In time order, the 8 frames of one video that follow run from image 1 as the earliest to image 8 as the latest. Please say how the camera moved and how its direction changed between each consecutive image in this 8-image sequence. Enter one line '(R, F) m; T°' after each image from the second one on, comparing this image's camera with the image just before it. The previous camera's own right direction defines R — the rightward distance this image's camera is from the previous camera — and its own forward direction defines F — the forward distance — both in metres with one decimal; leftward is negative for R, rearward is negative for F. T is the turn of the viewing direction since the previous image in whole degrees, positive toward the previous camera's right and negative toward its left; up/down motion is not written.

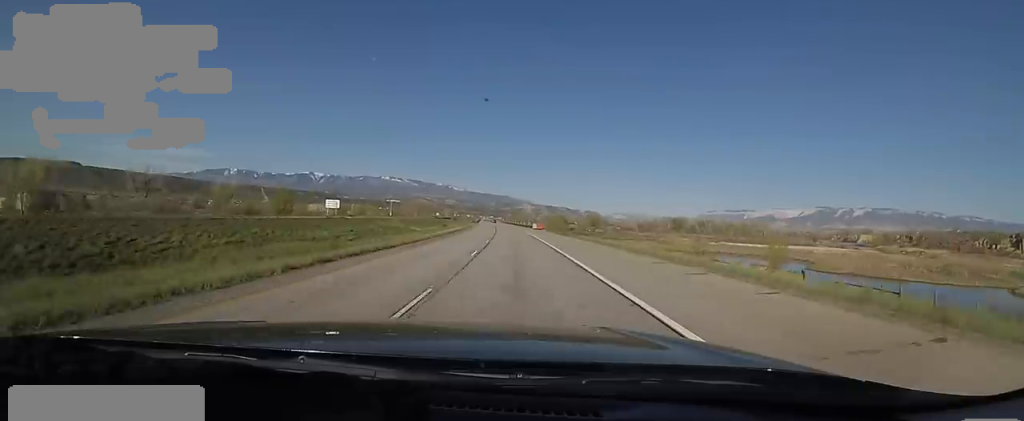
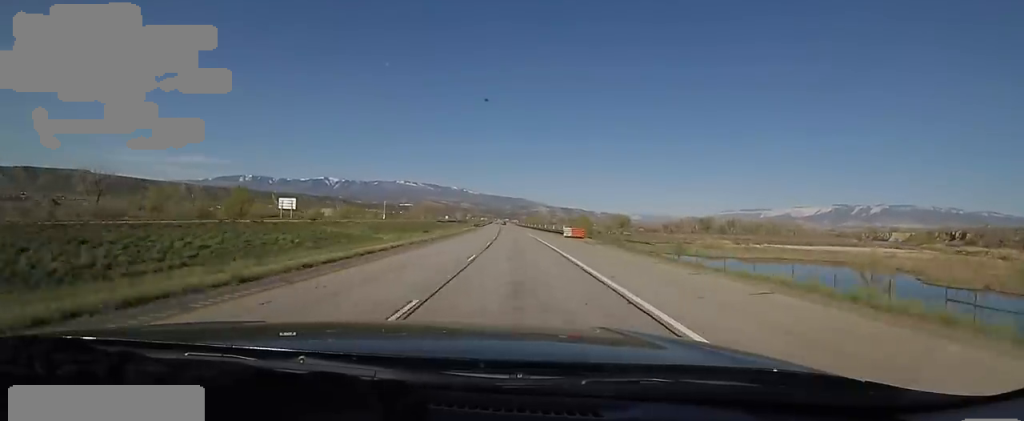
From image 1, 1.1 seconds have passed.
(-0.6, +38.3) m; -1°
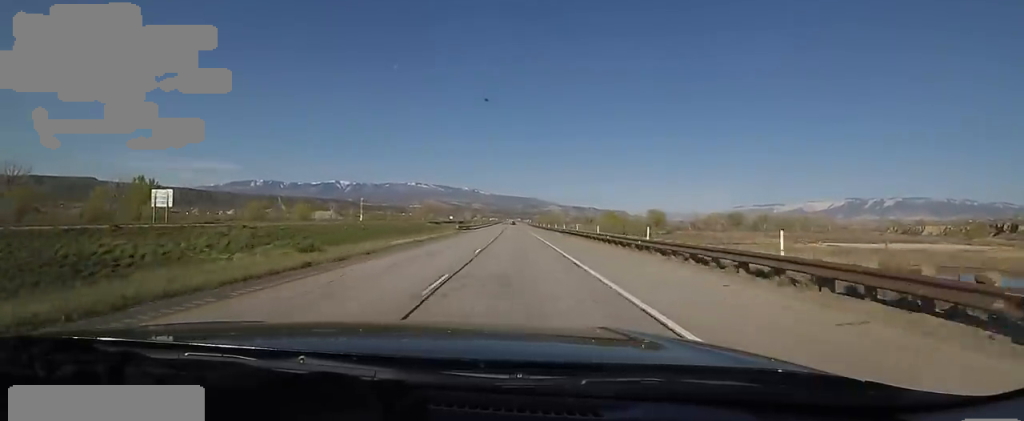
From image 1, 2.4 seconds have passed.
(-0.3, +45.0) m; -1°
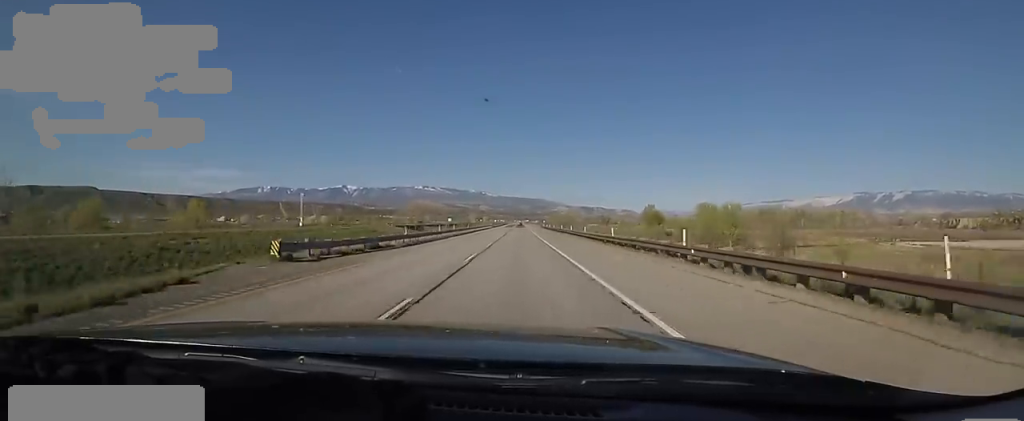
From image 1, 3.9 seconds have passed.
(-0.1, +51.8) m; -1°
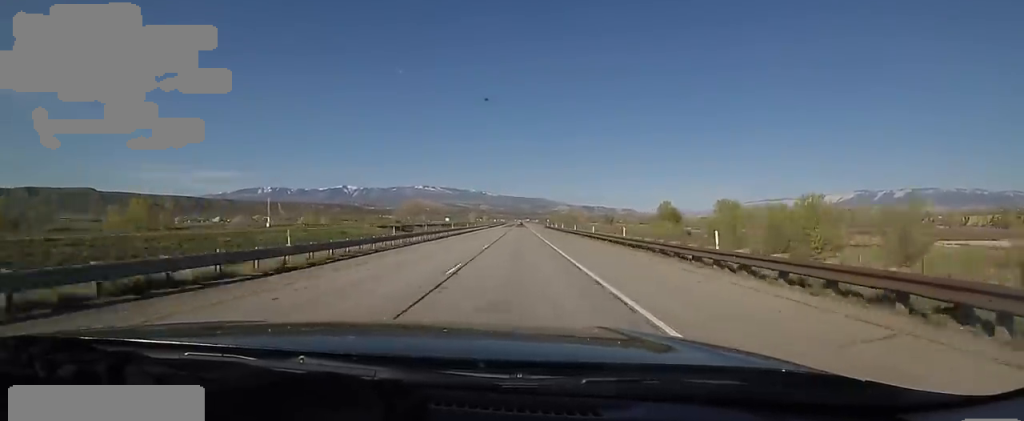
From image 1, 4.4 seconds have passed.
(+0.2, +16.2) m; -1°
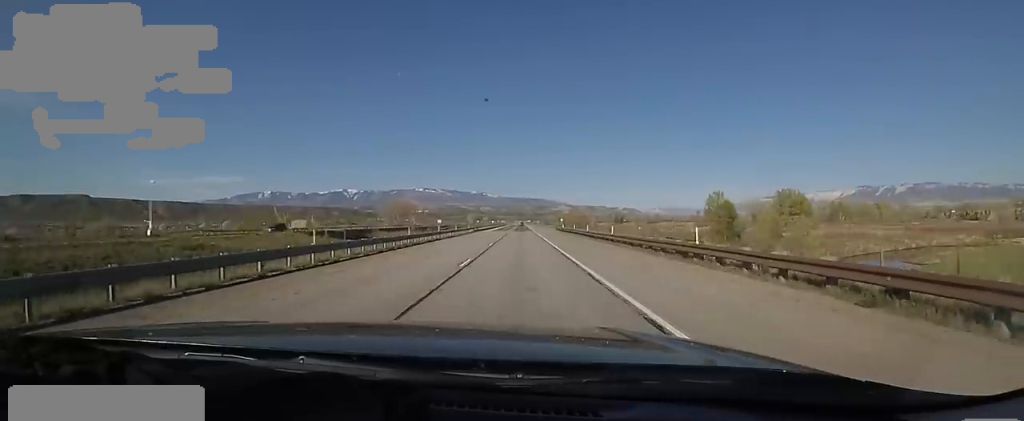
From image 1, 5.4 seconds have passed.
(-1.1, +36.2) m; +1°
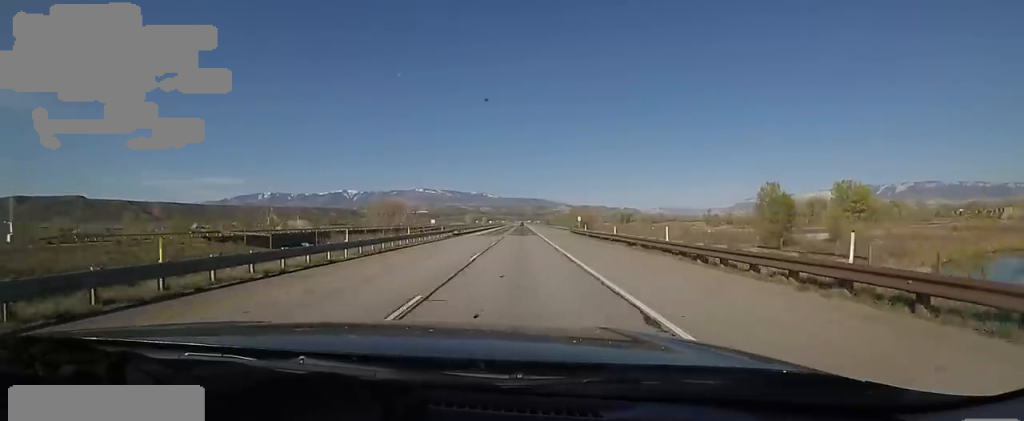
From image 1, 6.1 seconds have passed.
(+1.0, +23.4) m; +1°
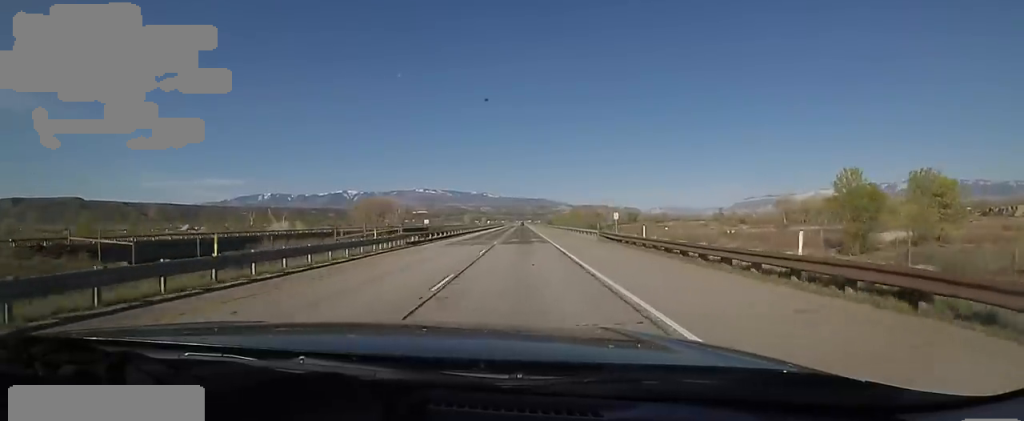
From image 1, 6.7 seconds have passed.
(+0.4, +21.0) m; 0°
